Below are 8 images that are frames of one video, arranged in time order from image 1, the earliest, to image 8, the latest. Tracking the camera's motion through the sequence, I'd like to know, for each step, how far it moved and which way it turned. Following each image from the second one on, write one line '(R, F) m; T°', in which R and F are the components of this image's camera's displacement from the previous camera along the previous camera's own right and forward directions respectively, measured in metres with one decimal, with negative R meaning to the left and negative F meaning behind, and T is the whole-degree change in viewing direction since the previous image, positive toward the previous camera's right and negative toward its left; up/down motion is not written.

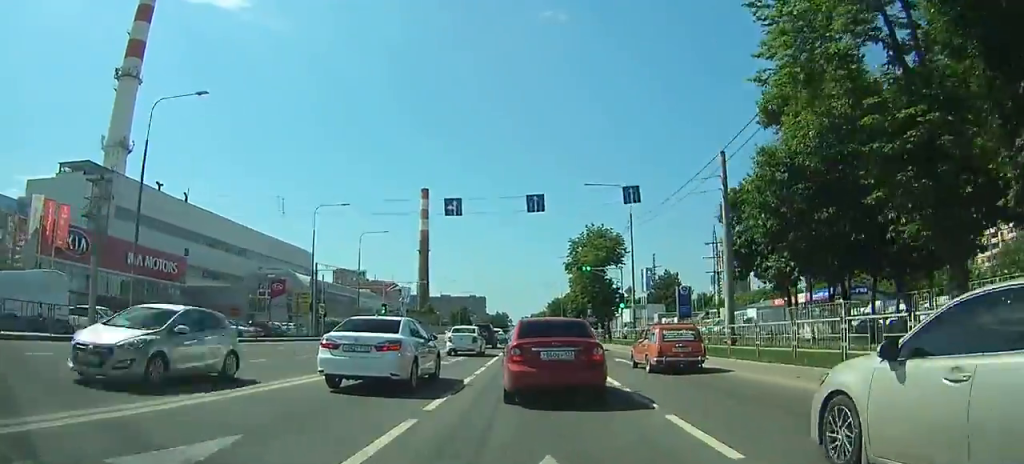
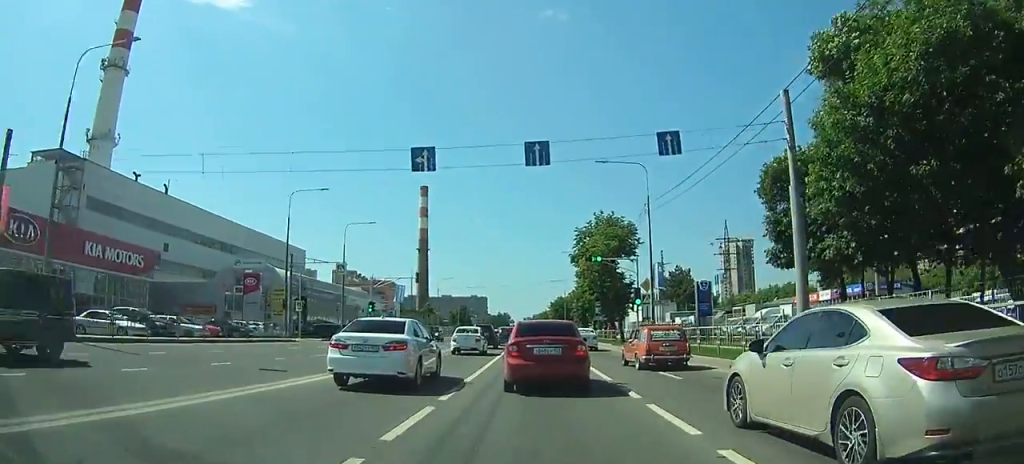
(0.0, +7.0) m; 0°
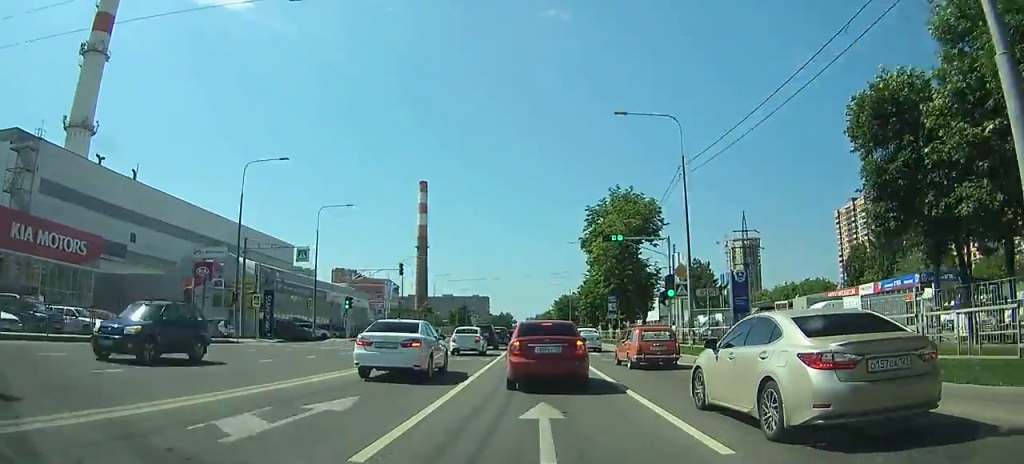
(-0.1, +8.3) m; -1°
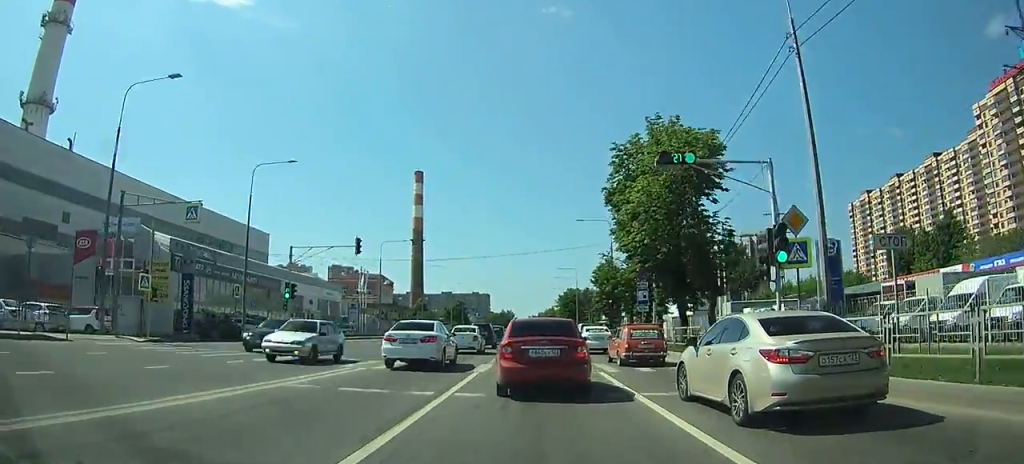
(-0.2, +14.2) m; -1°
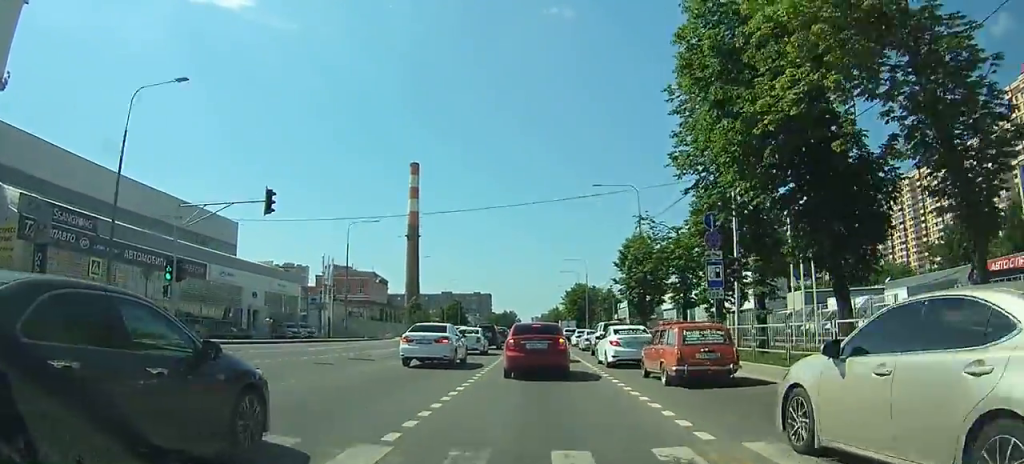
(+0.1, +14.9) m; 0°
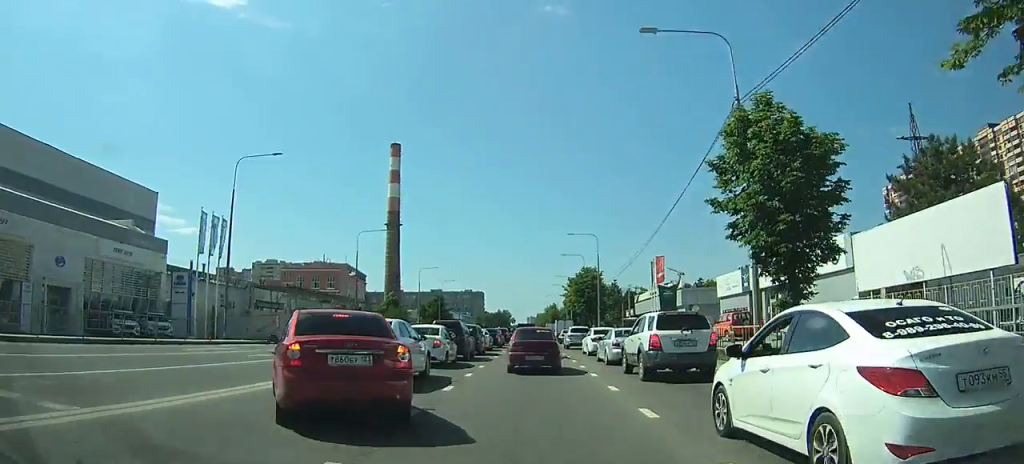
(-0.4, +24.0) m; -3°
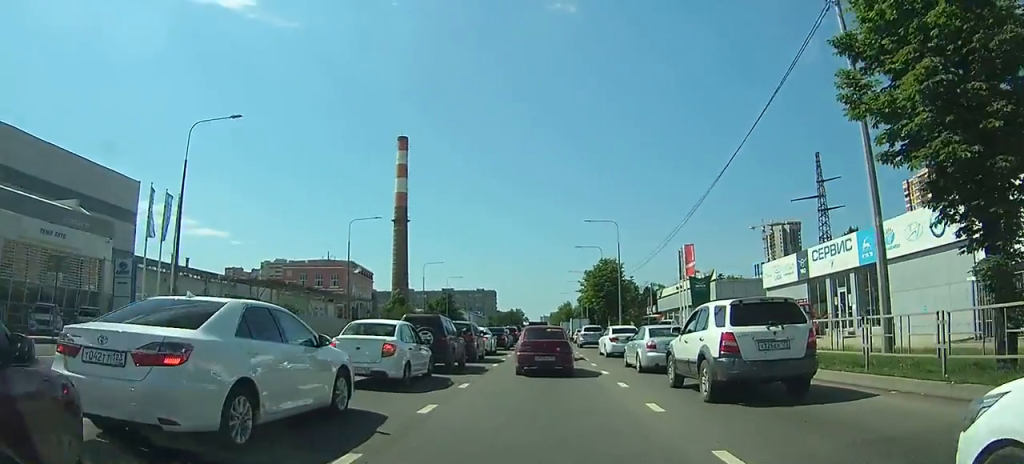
(-0.1, +7.4) m; -1°
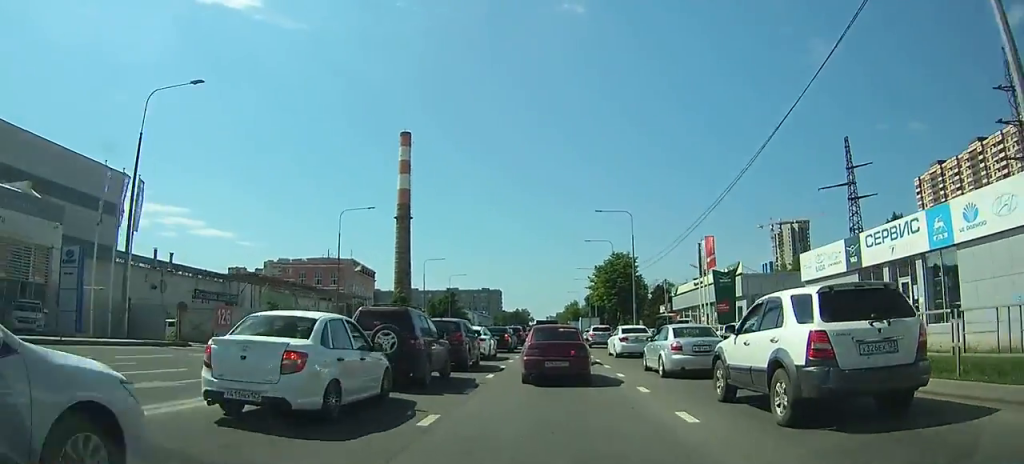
(-0.1, +4.2) m; -1°
